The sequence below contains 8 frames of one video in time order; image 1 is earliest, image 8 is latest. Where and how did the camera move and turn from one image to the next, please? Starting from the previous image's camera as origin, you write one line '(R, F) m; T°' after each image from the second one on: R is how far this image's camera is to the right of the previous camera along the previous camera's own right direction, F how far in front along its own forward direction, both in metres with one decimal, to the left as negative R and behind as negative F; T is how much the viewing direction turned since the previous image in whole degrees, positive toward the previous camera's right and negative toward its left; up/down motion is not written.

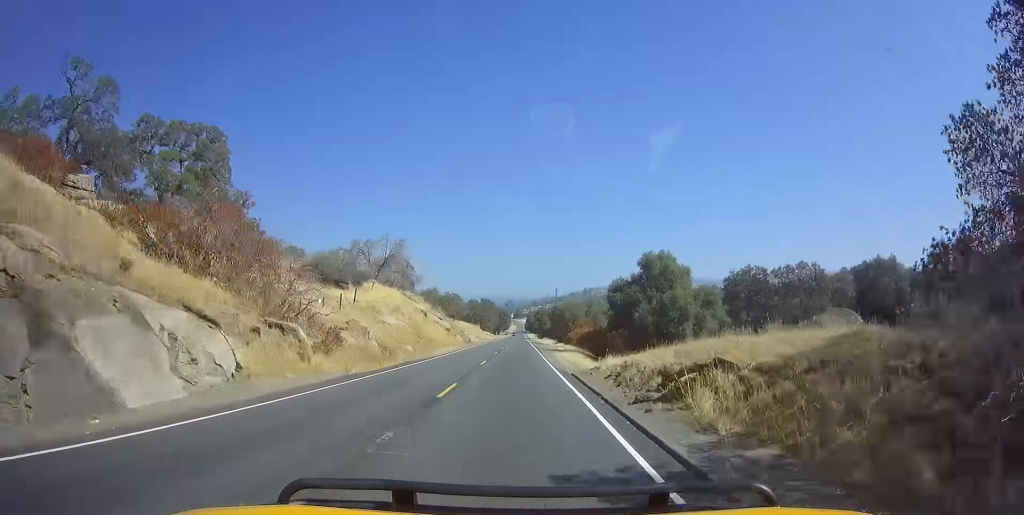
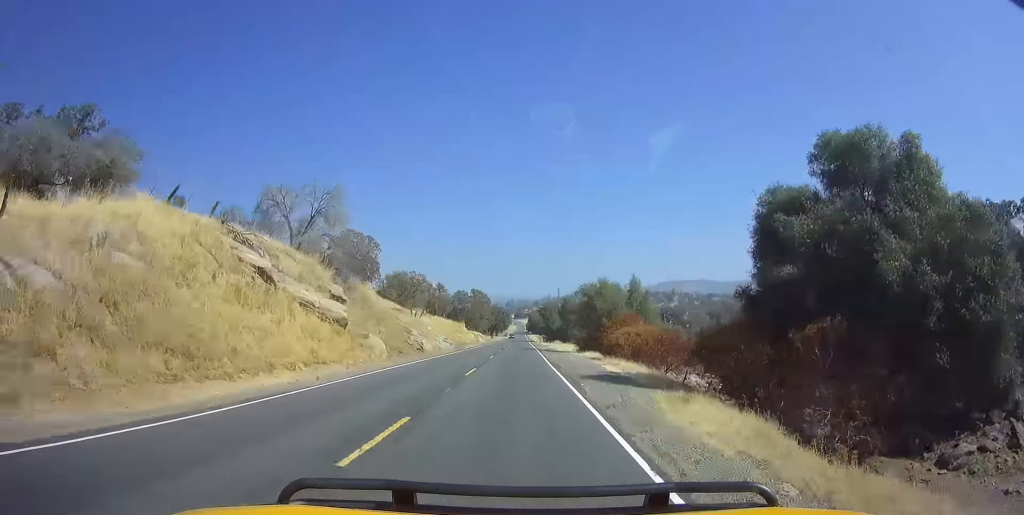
(-0.9, +36.0) m; -2°
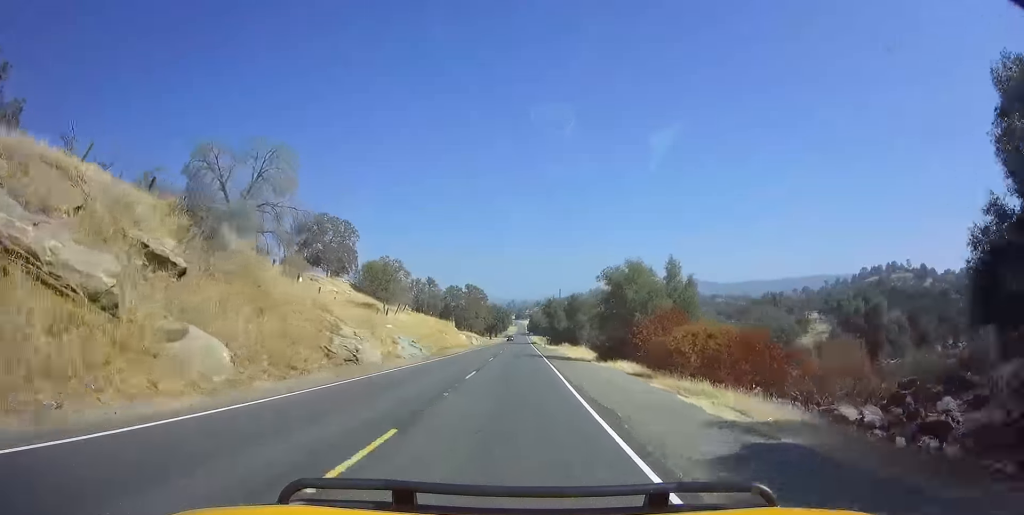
(0.0, +15.4) m; 0°
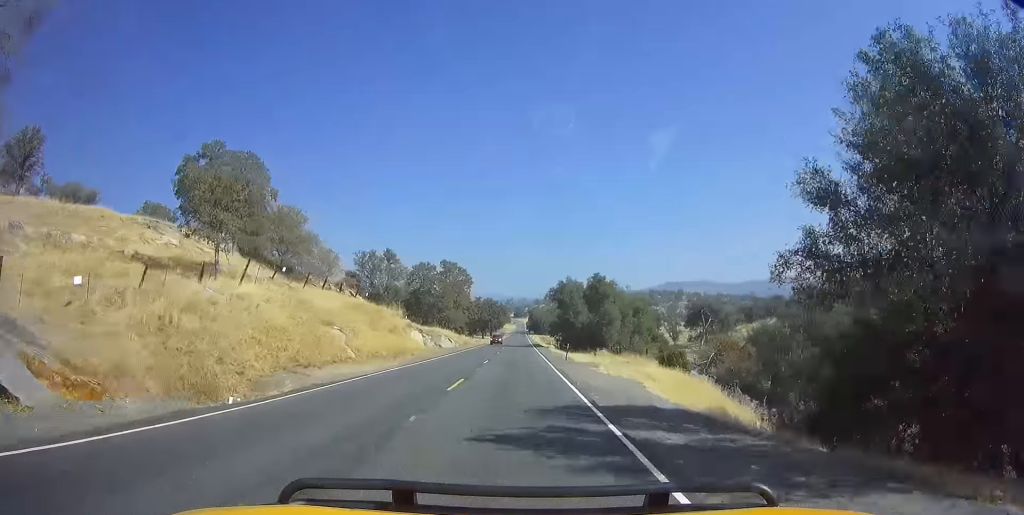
(0.0, +34.4) m; 0°
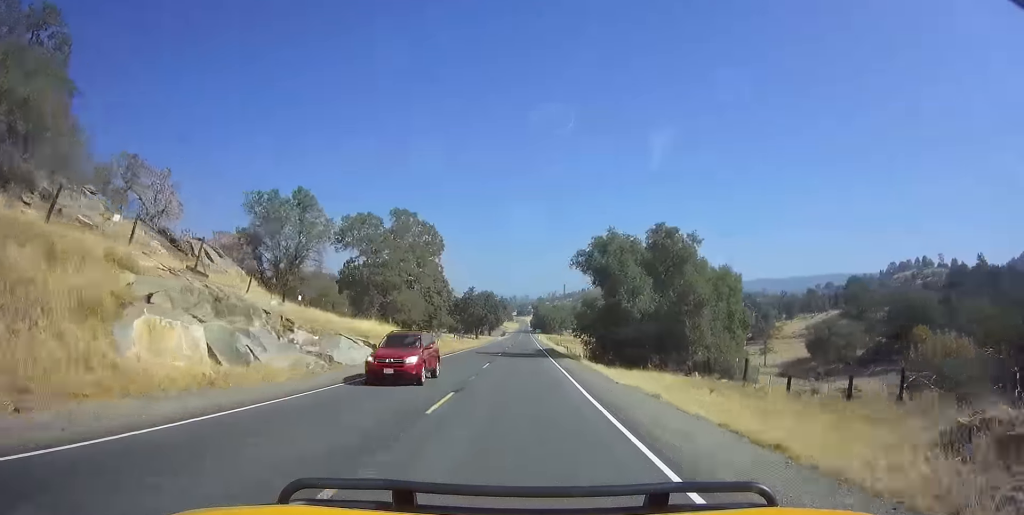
(+0.4, +33.6) m; +1°
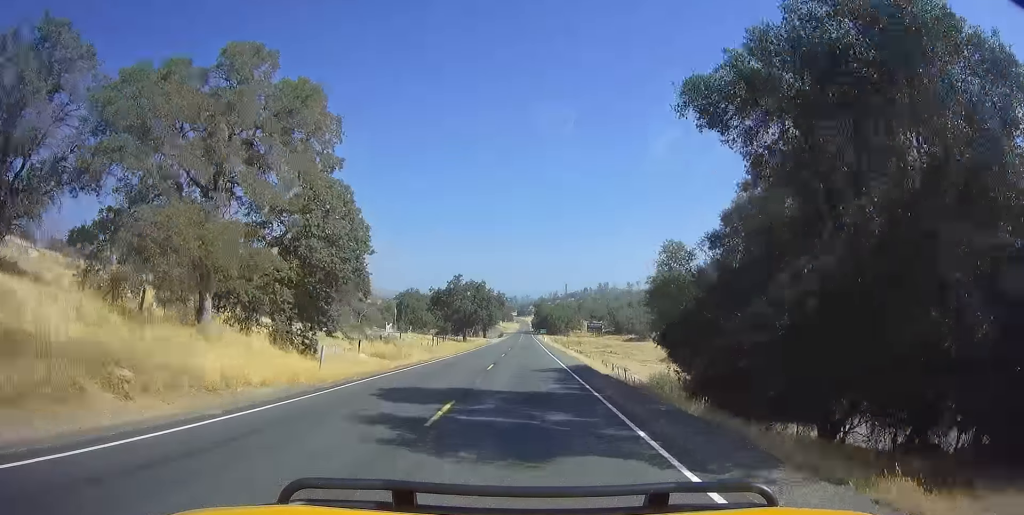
(-0.1, +29.8) m; -1°
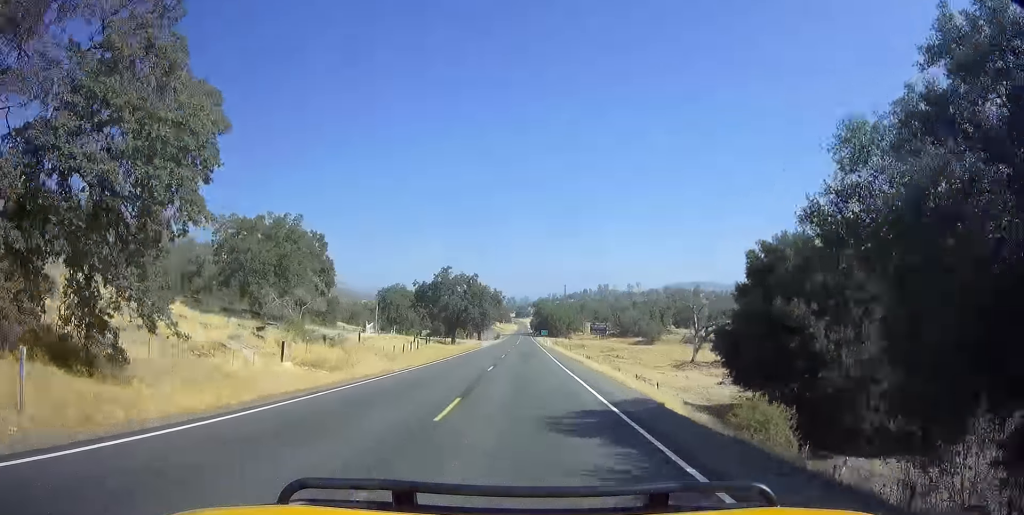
(-0.8, +14.4) m; 0°
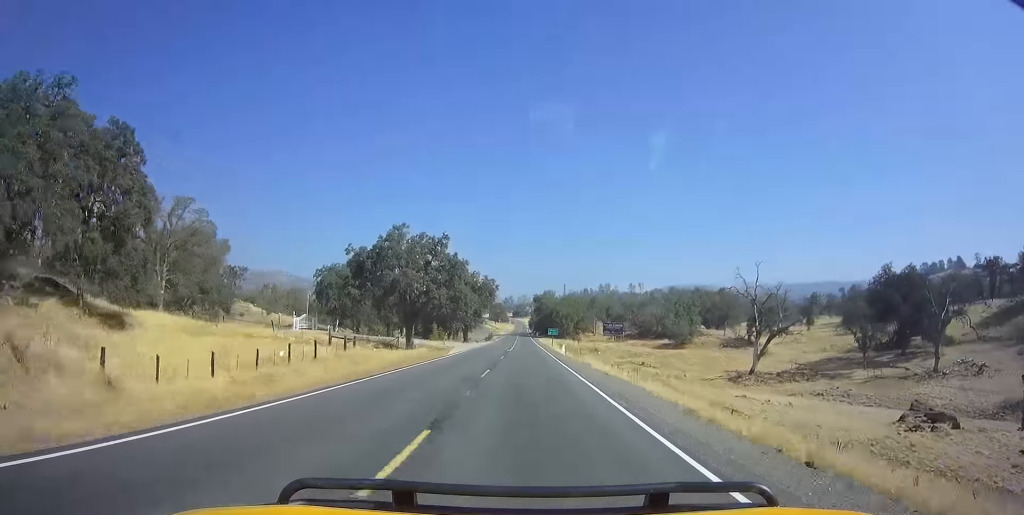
(+1.3, +34.1) m; +1°
